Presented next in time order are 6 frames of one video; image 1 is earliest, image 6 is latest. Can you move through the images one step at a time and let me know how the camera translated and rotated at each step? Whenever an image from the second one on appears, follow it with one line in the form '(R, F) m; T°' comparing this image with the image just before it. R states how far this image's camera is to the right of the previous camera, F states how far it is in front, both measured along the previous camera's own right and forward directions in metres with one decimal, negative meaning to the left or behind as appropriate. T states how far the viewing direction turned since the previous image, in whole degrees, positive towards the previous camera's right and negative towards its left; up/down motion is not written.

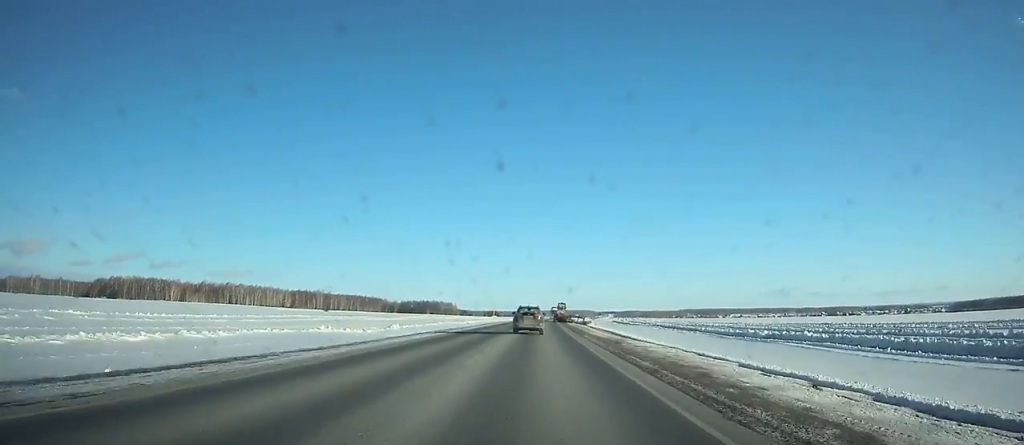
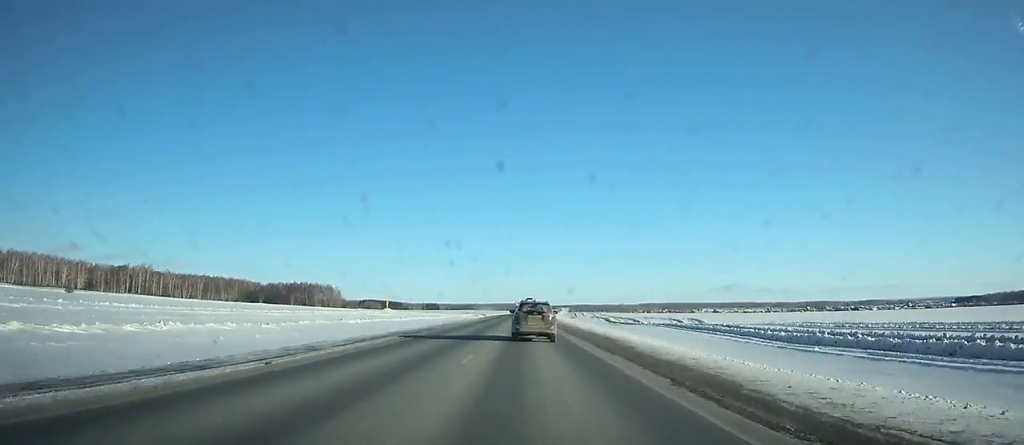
(+8.2, +236.6) m; +4°
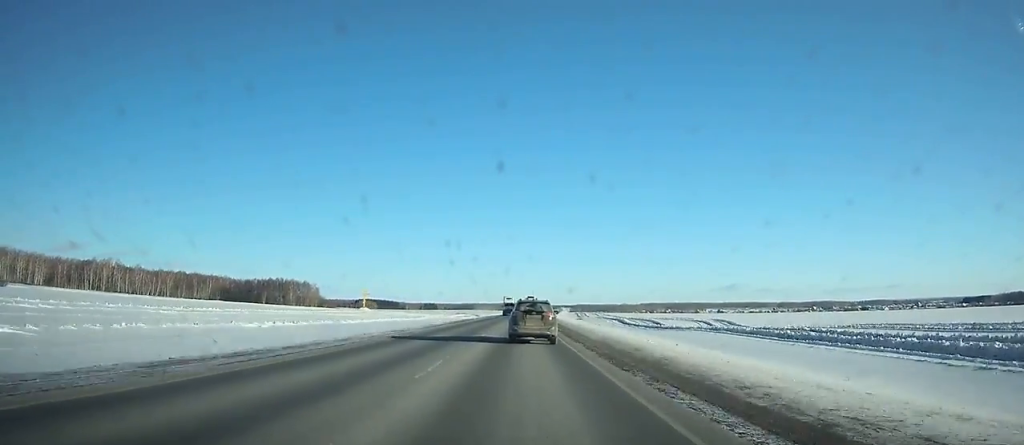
(+0.2, +39.0) m; 0°
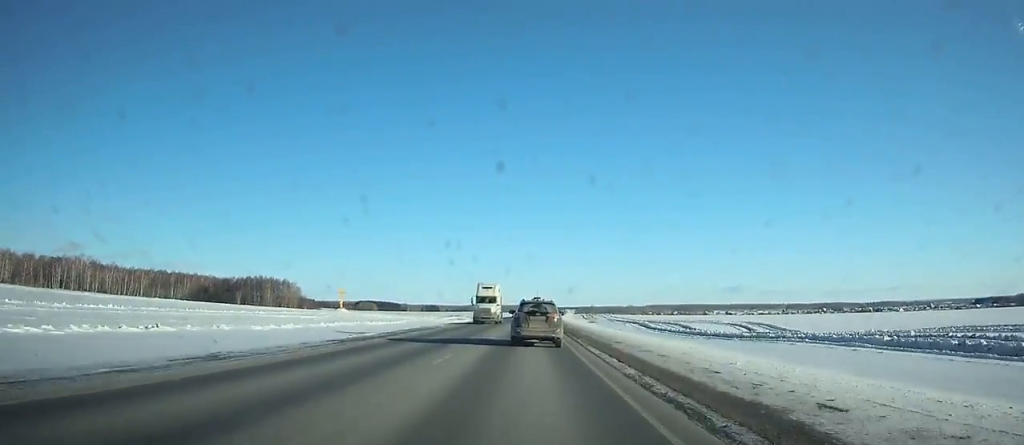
(0.0, +33.0) m; 0°
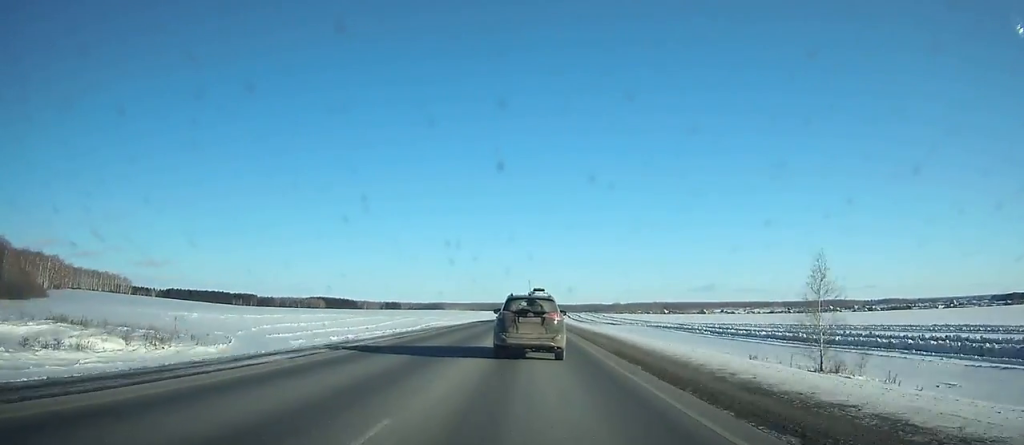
(+2.5, +172.5) m; +2°
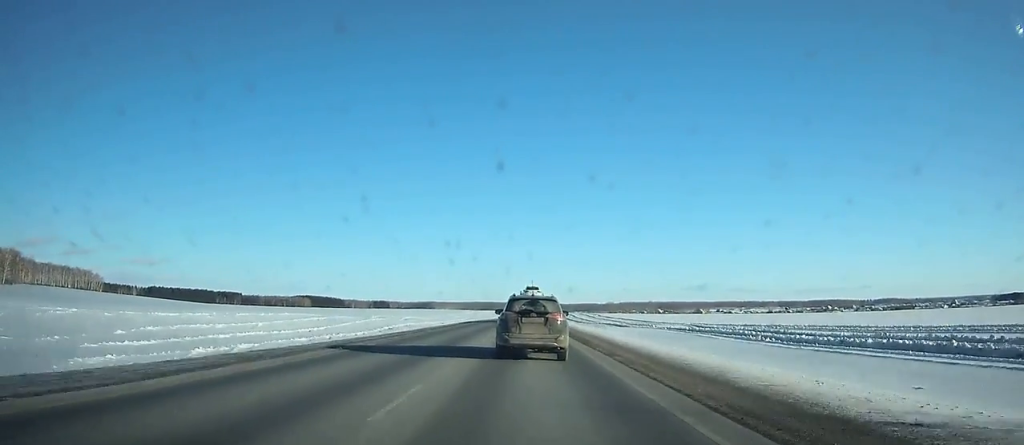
(+0.2, +32.9) m; +1°
